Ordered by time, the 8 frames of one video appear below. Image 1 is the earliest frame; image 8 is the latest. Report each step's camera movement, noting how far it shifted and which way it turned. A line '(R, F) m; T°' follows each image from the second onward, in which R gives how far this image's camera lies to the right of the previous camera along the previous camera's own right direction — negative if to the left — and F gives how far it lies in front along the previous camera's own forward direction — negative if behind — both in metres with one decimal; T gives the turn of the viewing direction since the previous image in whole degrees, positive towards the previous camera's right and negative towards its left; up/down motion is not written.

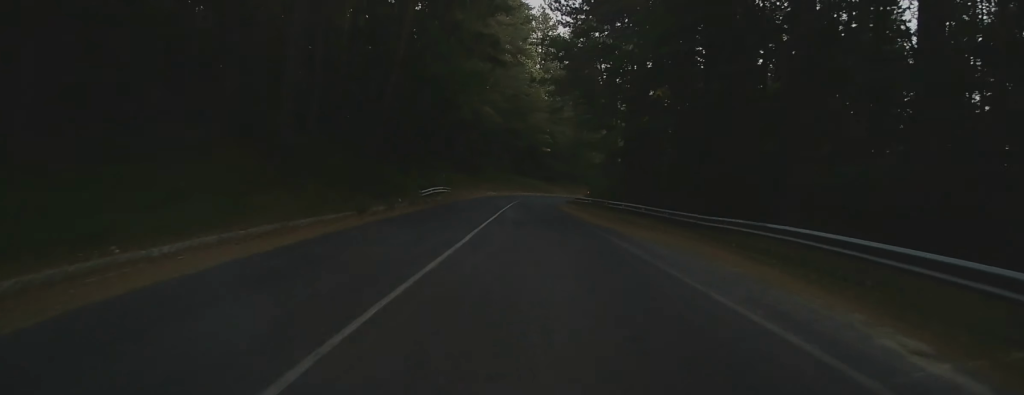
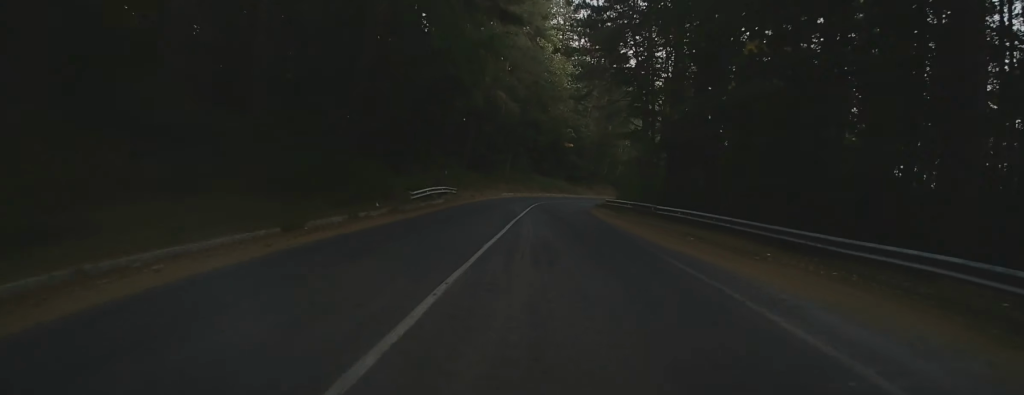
(-0.8, +7.7) m; -7°
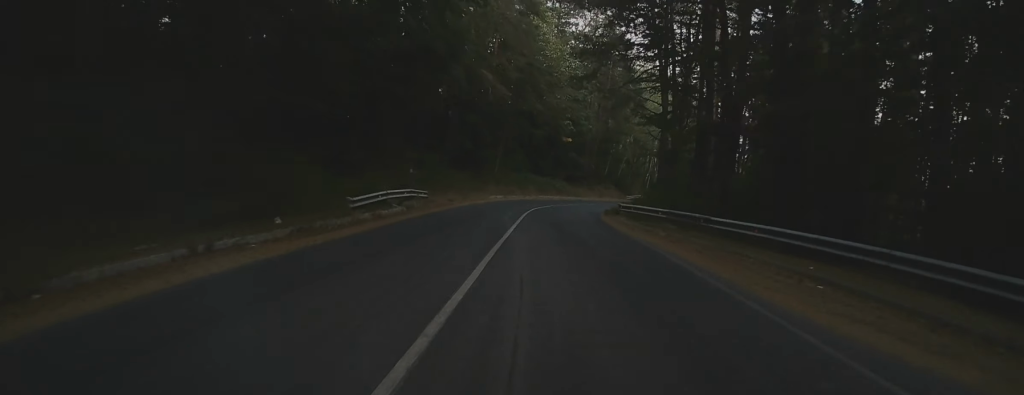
(-0.5, +8.1) m; -1°
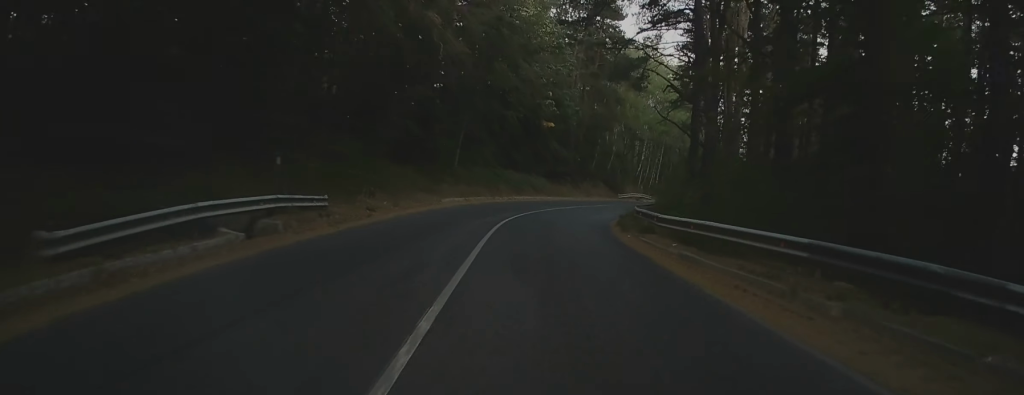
(+0.1, +11.6) m; +5°
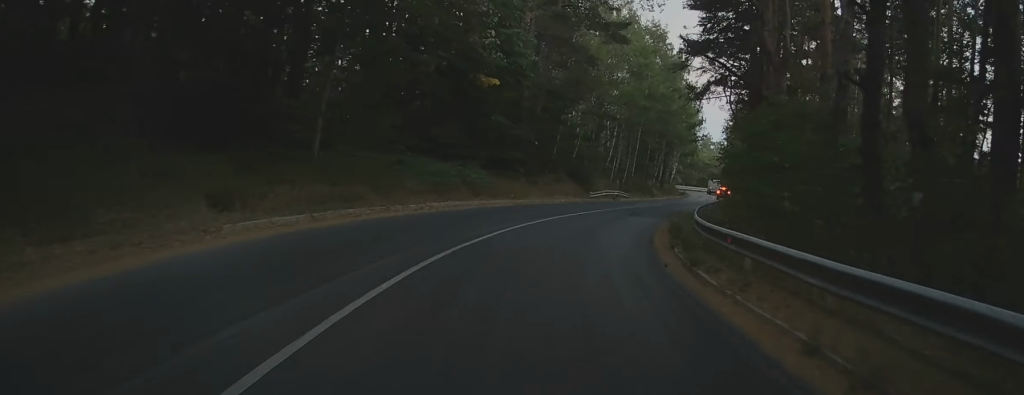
(+1.5, +17.5) m; +8°
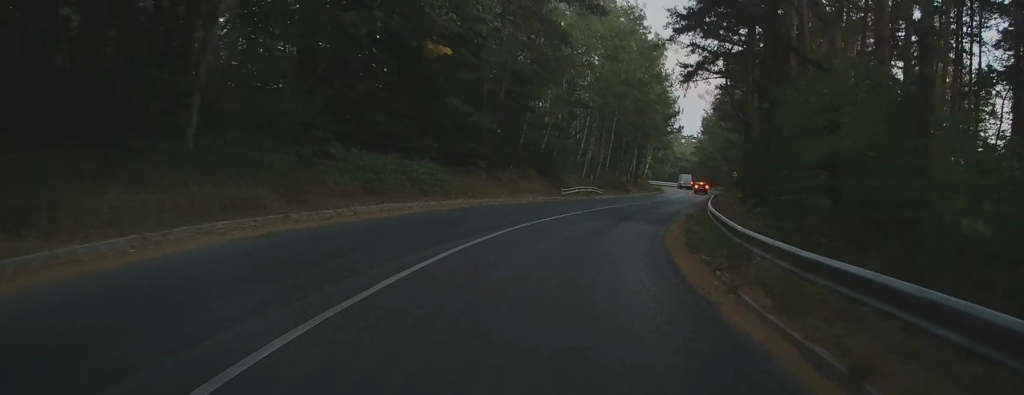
(-0.1, +6.0) m; +3°
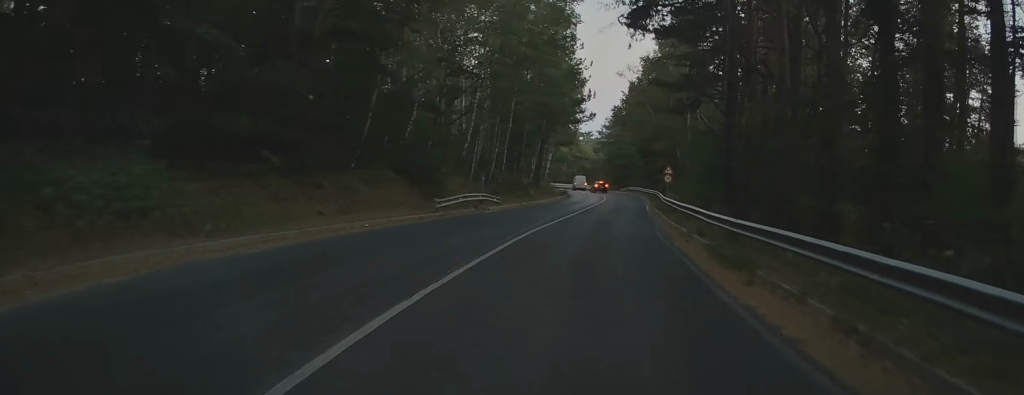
(+1.8, +16.3) m; +11°
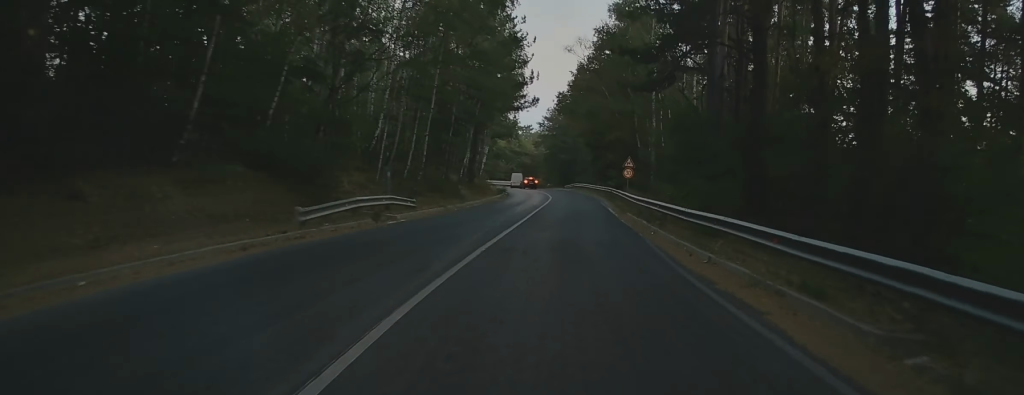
(+0.7, +10.4) m; +5°
